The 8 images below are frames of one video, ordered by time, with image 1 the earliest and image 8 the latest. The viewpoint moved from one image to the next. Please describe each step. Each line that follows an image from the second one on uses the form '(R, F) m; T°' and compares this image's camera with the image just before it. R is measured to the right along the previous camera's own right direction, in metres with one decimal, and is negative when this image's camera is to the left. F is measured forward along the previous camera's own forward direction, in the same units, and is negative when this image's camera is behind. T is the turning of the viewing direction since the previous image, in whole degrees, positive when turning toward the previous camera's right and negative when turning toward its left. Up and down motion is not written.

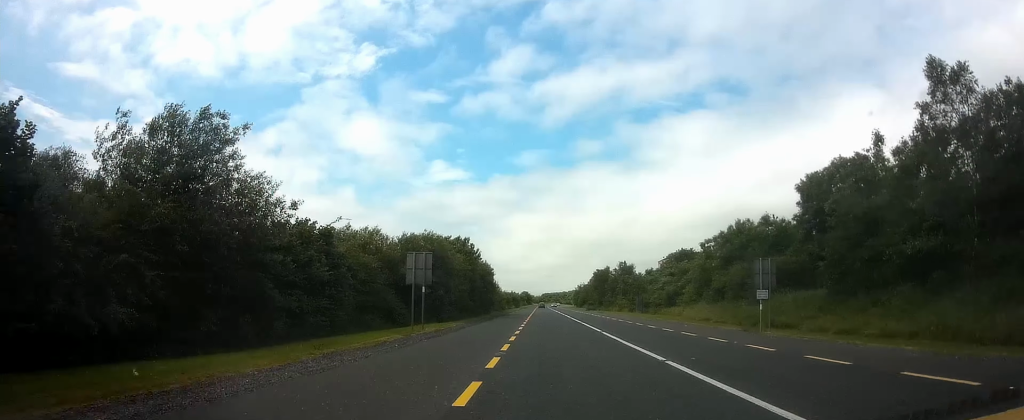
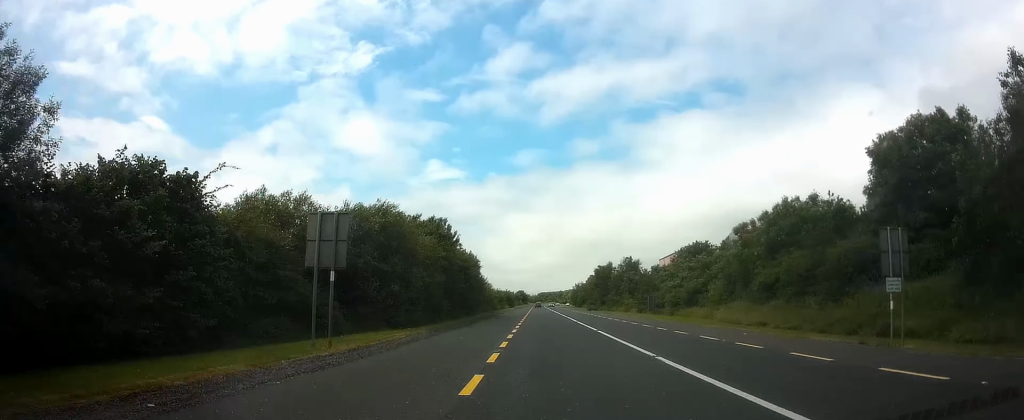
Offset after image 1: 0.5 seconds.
(+0.1, +11.3) m; 0°
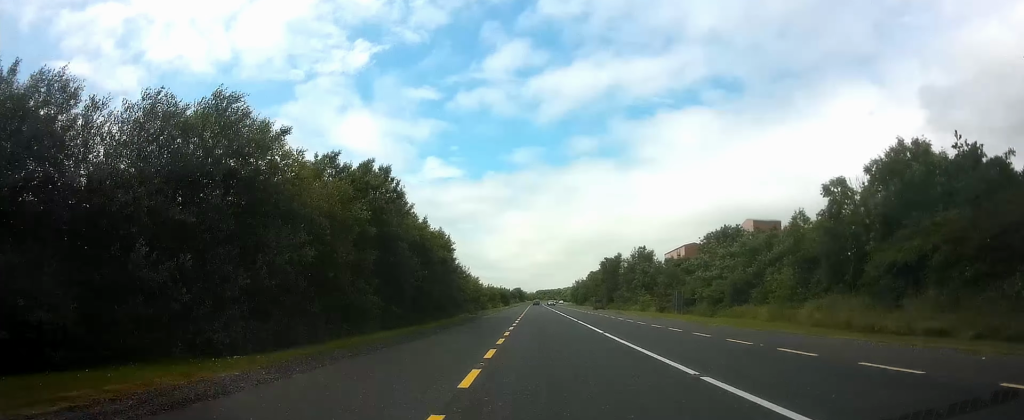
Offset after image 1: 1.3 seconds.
(0.0, +15.6) m; 0°
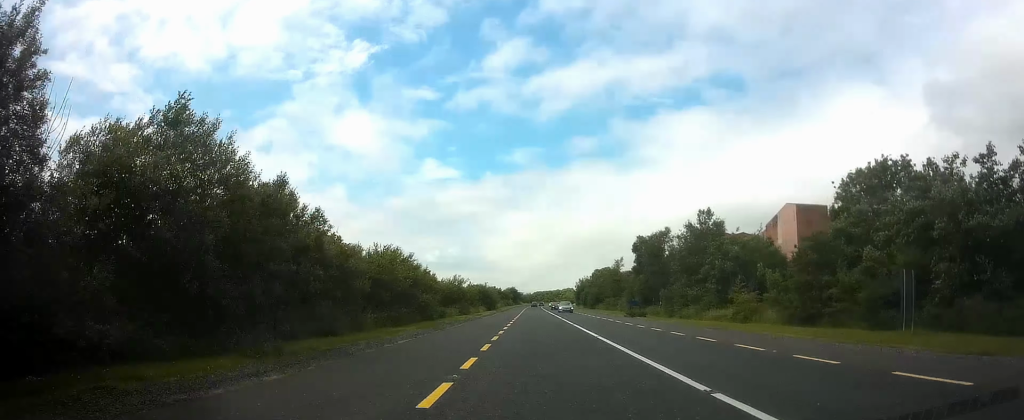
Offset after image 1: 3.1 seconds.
(+0.7, +38.3) m; +1°
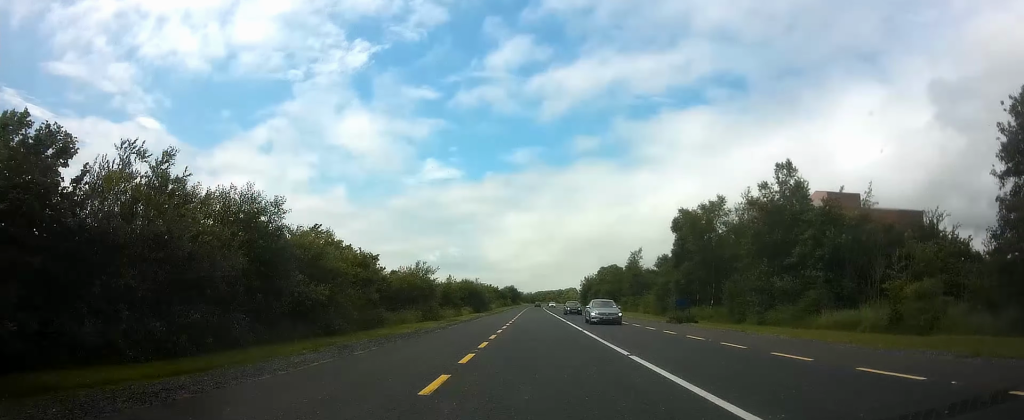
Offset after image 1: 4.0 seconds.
(-0.2, +19.2) m; -1°
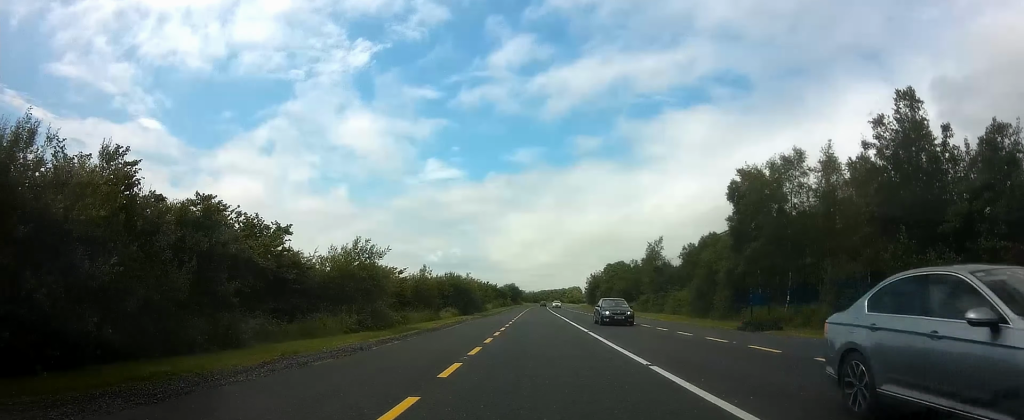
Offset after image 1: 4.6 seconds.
(-0.1, +14.4) m; 0°
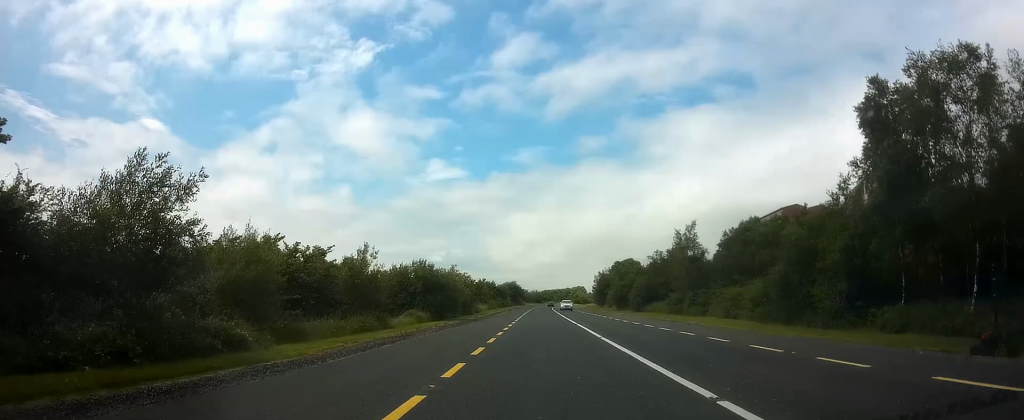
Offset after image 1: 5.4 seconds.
(-0.1, +15.9) m; +1°
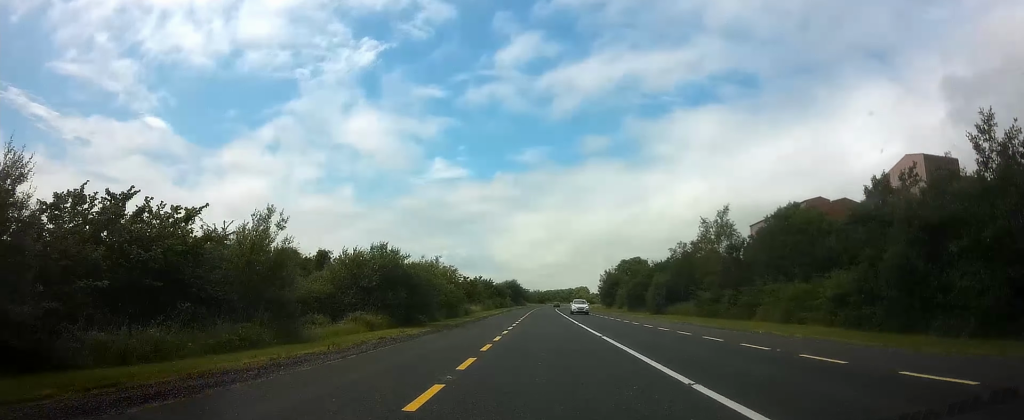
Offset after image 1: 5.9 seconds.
(+0.2, +11.1) m; 0°
